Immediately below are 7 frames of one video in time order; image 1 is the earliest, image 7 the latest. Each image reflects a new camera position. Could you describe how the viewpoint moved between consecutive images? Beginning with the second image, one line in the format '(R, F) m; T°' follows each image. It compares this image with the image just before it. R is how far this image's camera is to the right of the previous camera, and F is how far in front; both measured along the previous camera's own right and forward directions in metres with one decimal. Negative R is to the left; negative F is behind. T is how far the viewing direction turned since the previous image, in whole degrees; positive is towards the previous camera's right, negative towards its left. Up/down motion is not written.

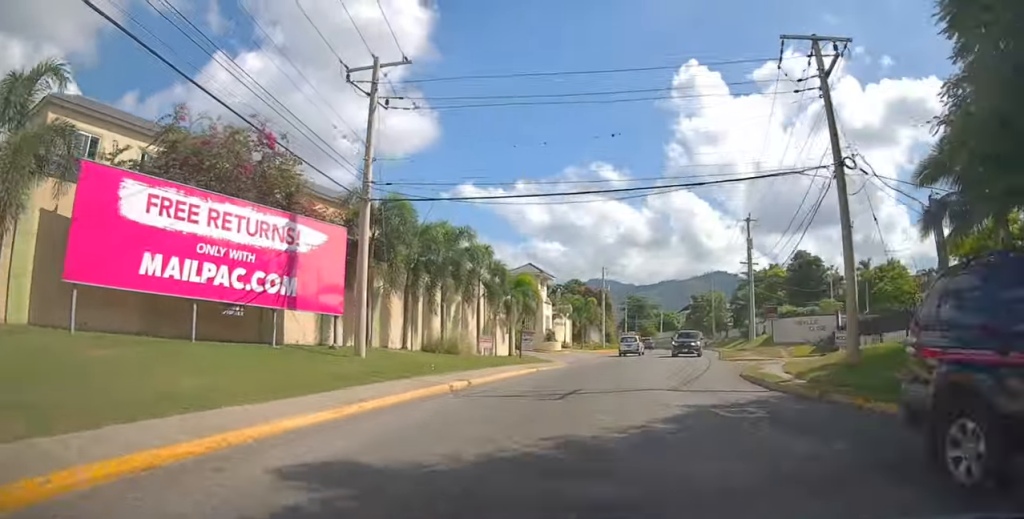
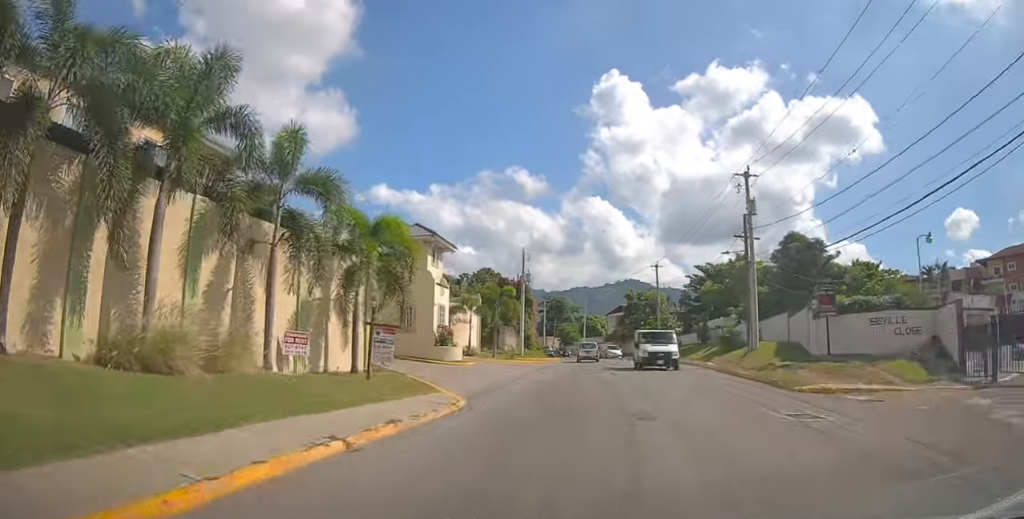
(+1.4, +17.6) m; +8°
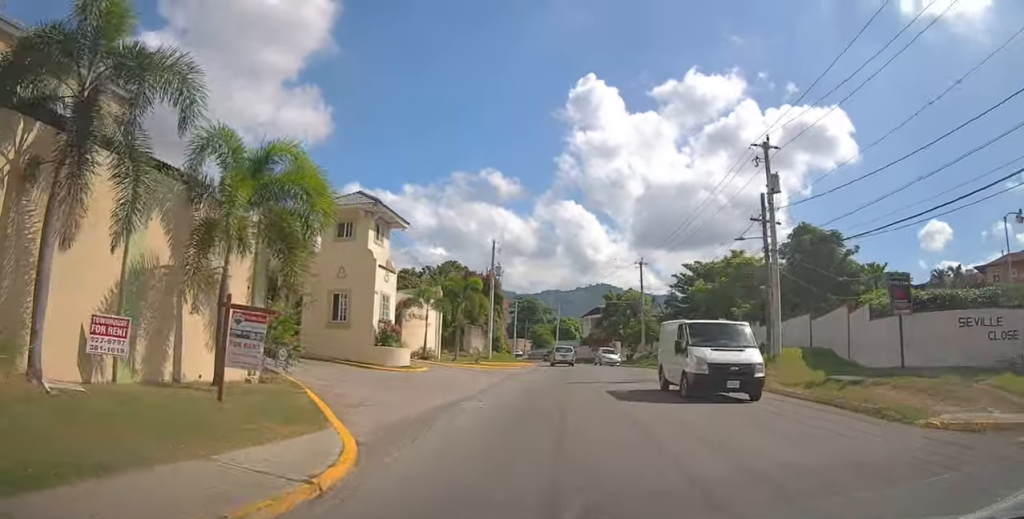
(+0.3, +6.6) m; +3°
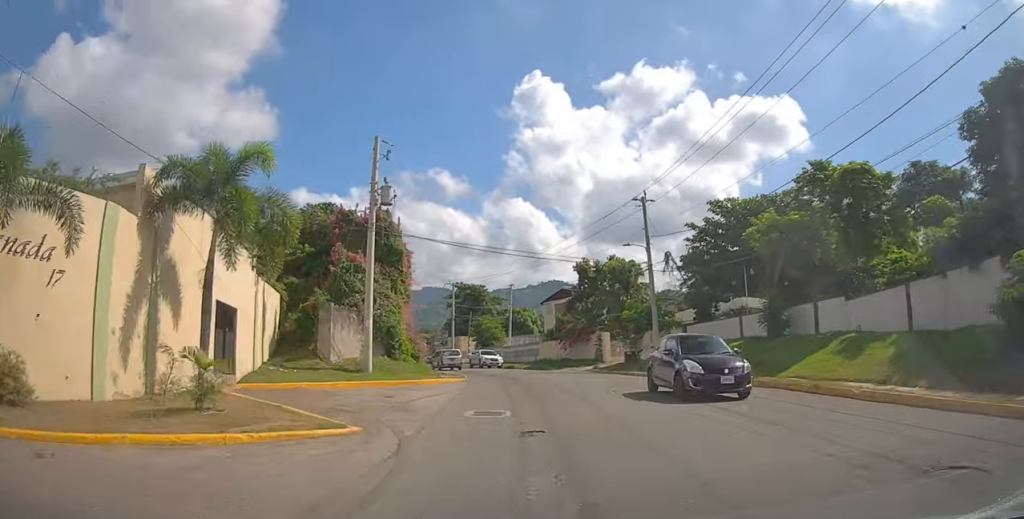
(+1.9, +24.4) m; +5°
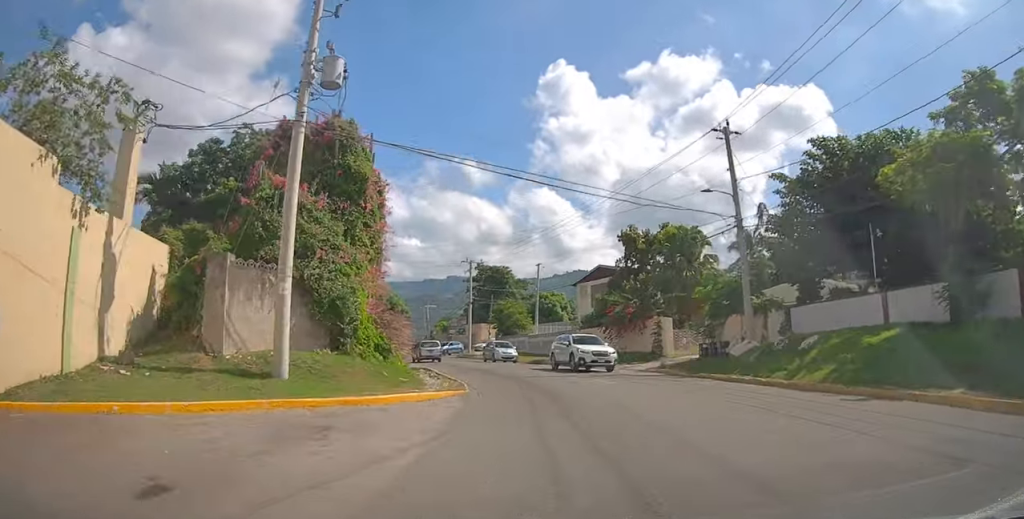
(-0.3, +10.9) m; -2°
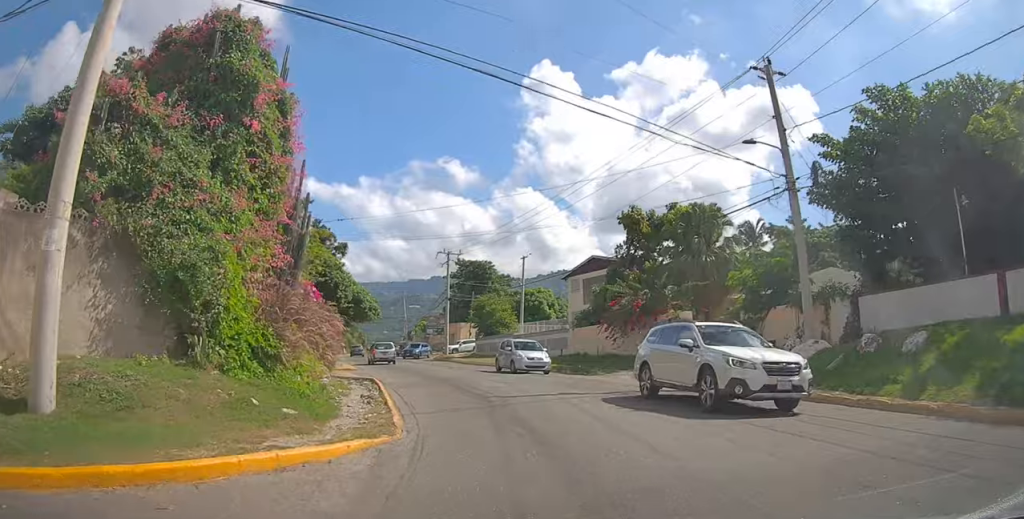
(0.0, +6.5) m; -1°
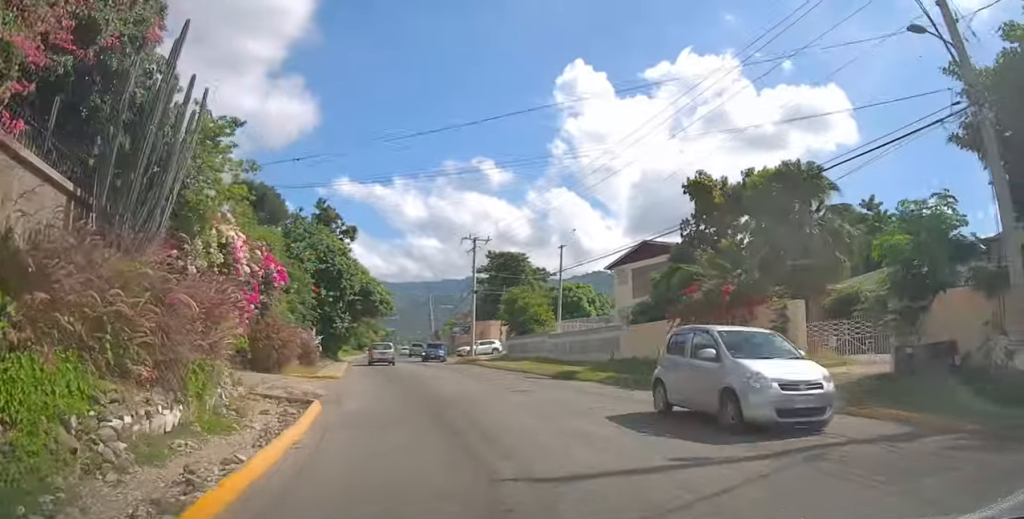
(-0.1, +7.7) m; -3°
